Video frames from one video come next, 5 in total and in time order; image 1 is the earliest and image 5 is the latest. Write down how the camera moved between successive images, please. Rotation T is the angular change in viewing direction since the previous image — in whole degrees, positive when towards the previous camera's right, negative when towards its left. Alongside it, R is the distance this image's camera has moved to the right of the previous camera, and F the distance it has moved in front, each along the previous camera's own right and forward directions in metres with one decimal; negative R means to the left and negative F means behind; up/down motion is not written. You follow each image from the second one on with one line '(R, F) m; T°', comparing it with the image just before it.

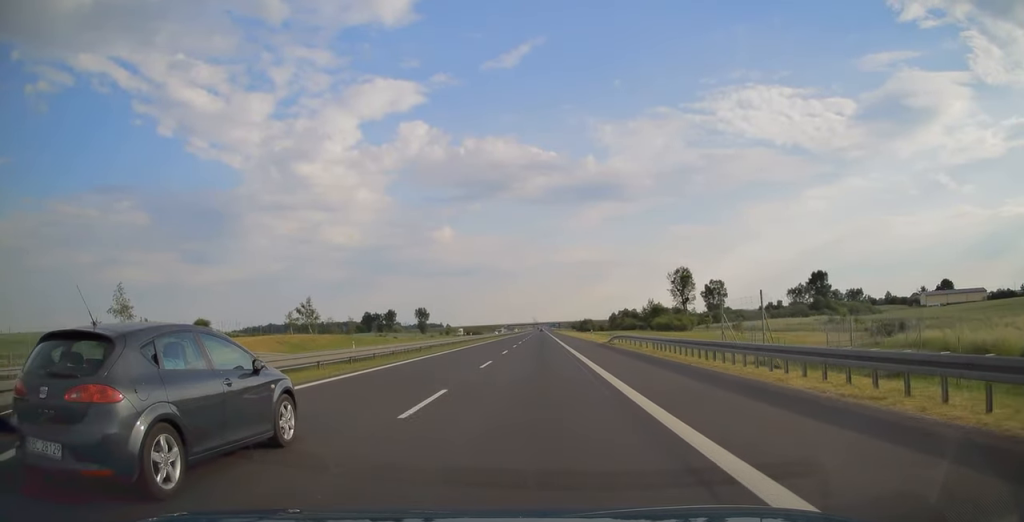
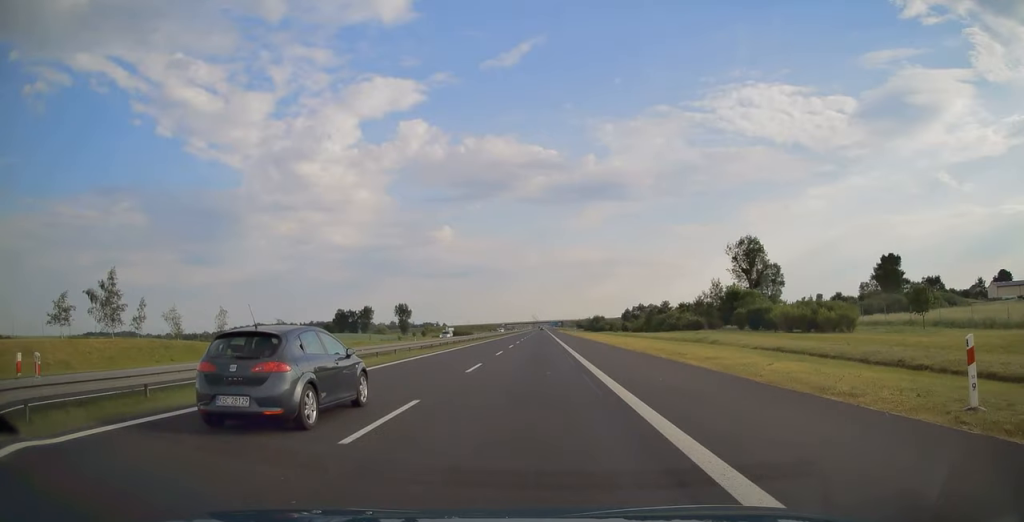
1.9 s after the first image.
(+0.1, +62.8) m; 0°
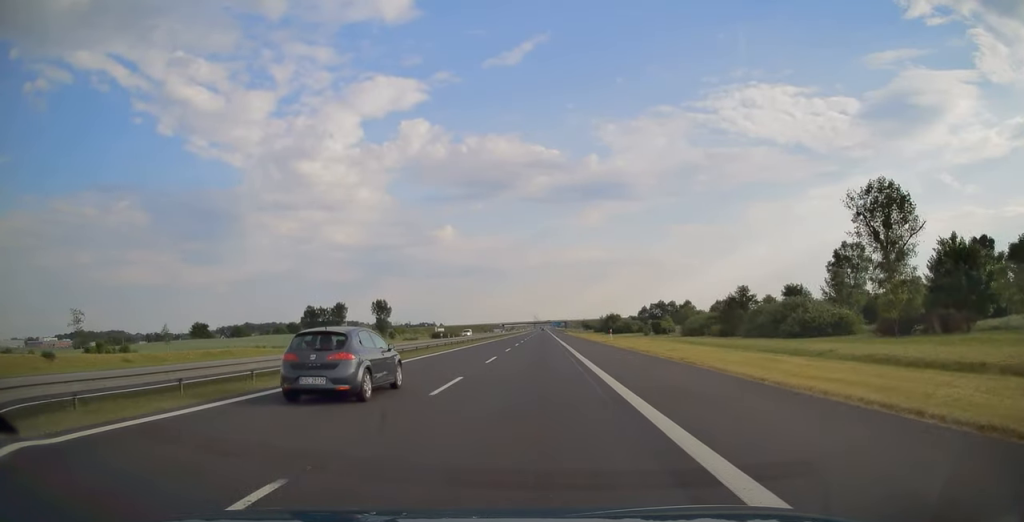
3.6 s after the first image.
(0.0, +54.6) m; 0°
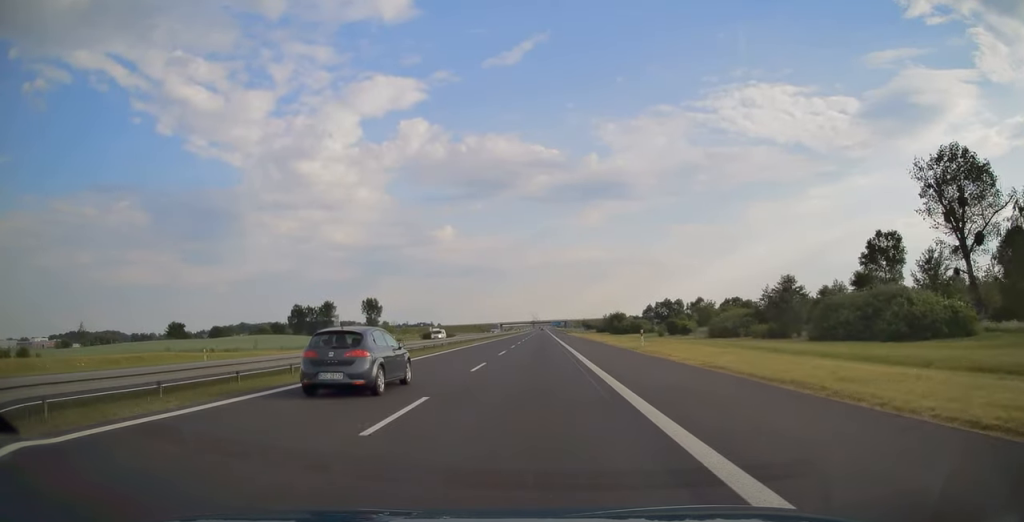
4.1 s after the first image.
(0.0, +16.9) m; 0°
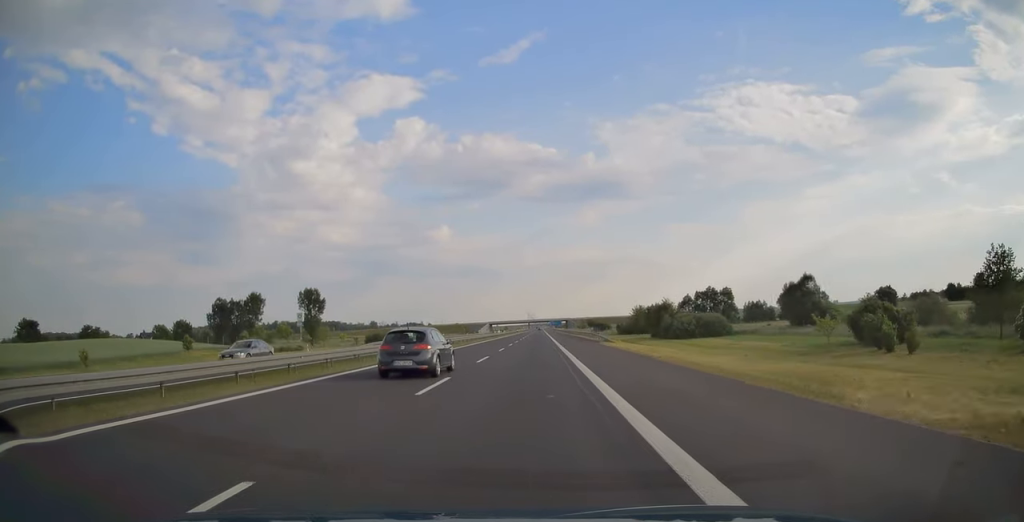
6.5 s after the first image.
(0.0, +78.9) m; 0°
